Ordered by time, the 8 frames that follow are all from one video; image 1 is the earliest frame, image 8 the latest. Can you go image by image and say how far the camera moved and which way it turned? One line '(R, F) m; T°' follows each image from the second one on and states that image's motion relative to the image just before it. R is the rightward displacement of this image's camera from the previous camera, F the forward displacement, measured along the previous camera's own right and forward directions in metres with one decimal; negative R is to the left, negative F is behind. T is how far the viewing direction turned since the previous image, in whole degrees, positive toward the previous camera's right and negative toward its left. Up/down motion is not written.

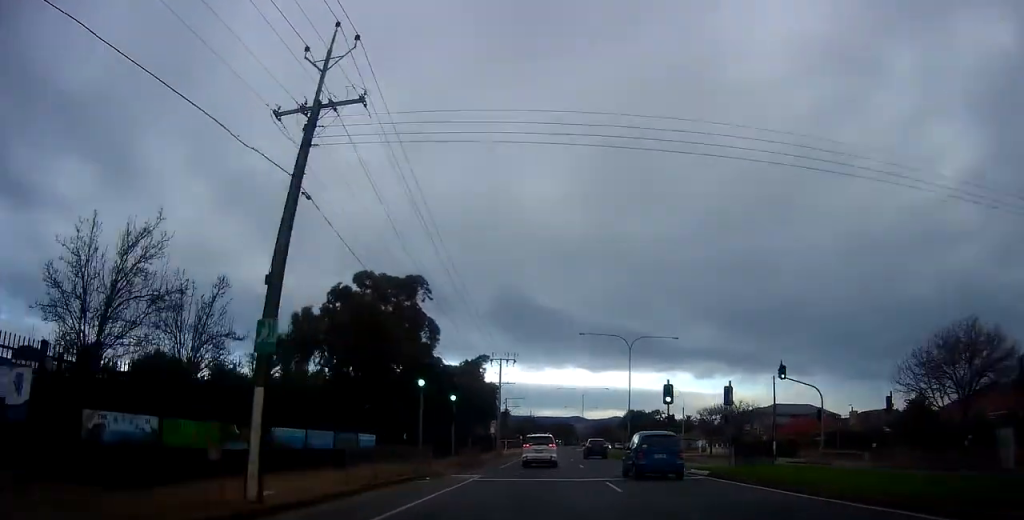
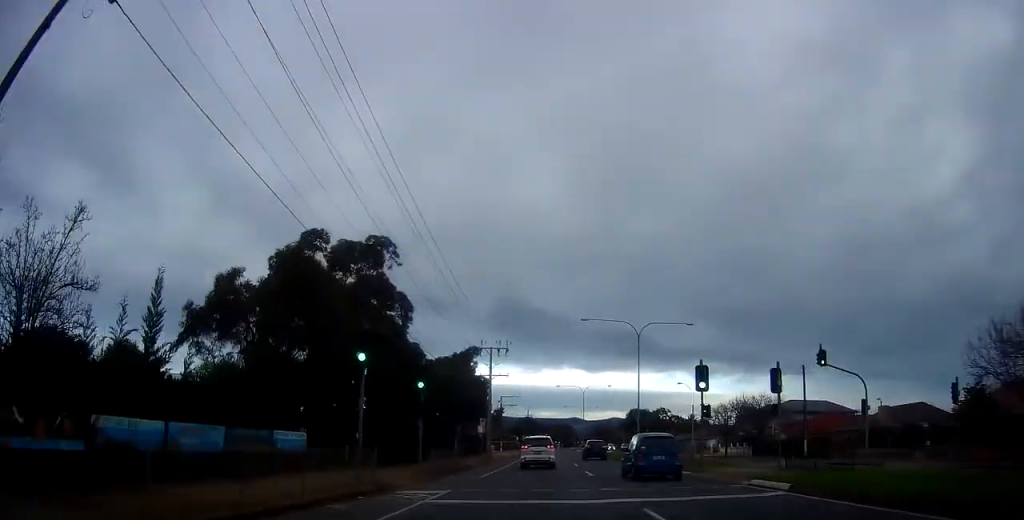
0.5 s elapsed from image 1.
(0.0, +7.5) m; -1°
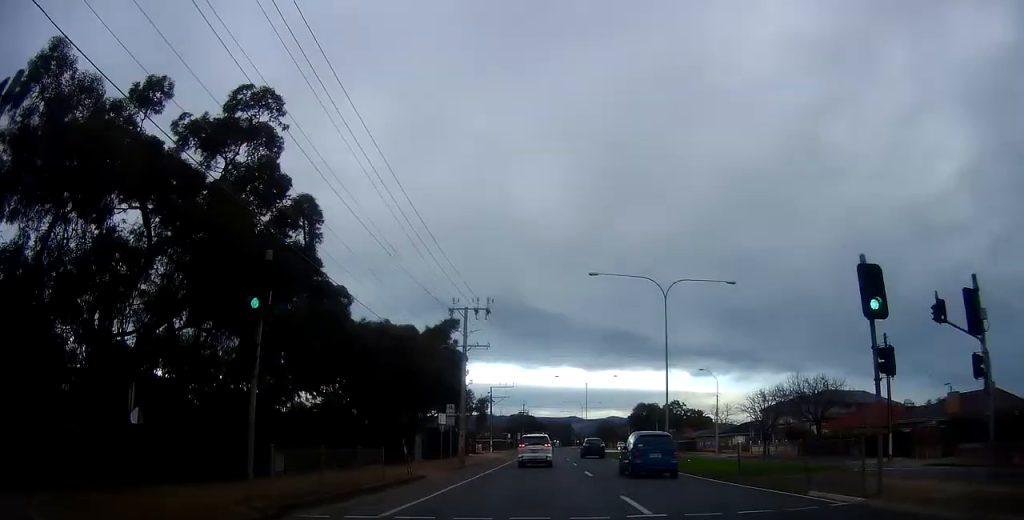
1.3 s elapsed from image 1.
(0.0, +13.7) m; -1°
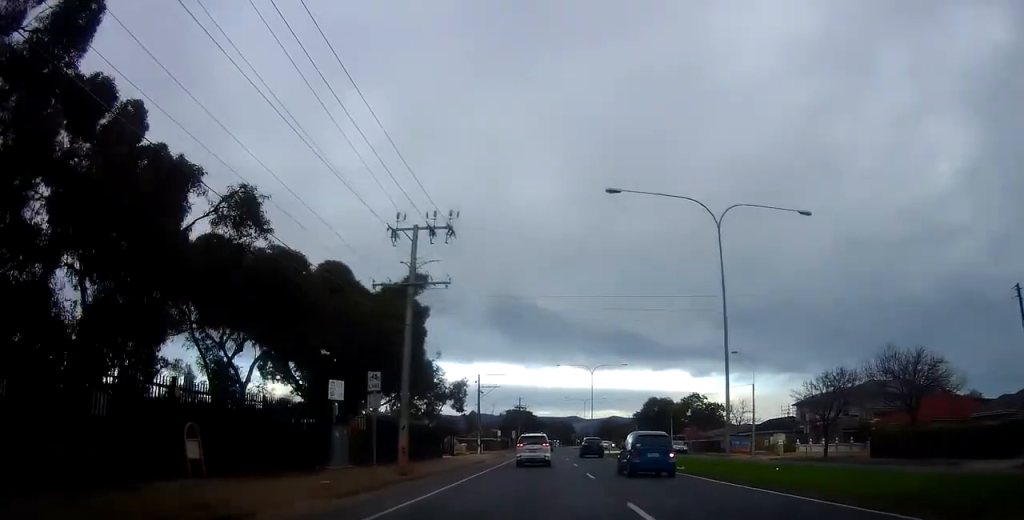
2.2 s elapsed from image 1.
(-0.3, +13.8) m; +1°
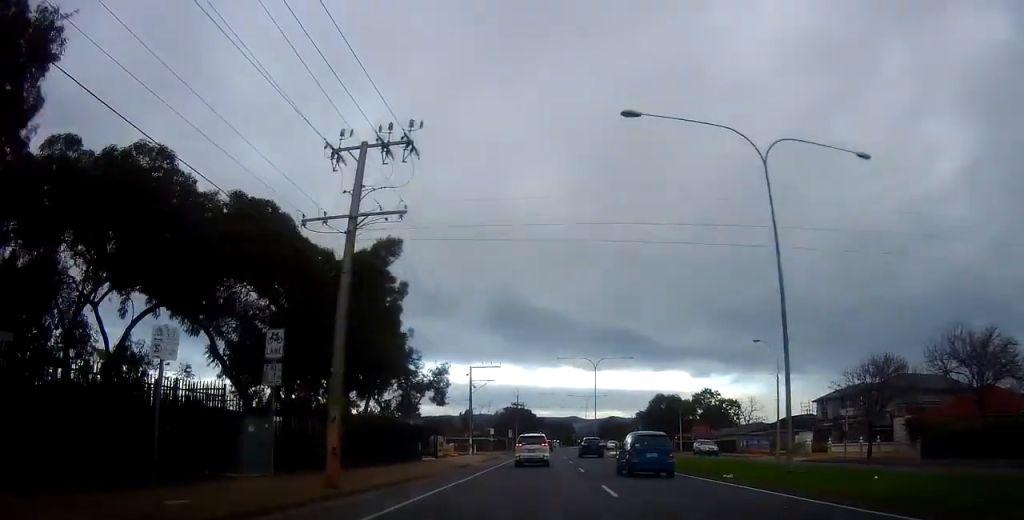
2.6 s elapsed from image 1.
(+0.1, +6.8) m; +1°
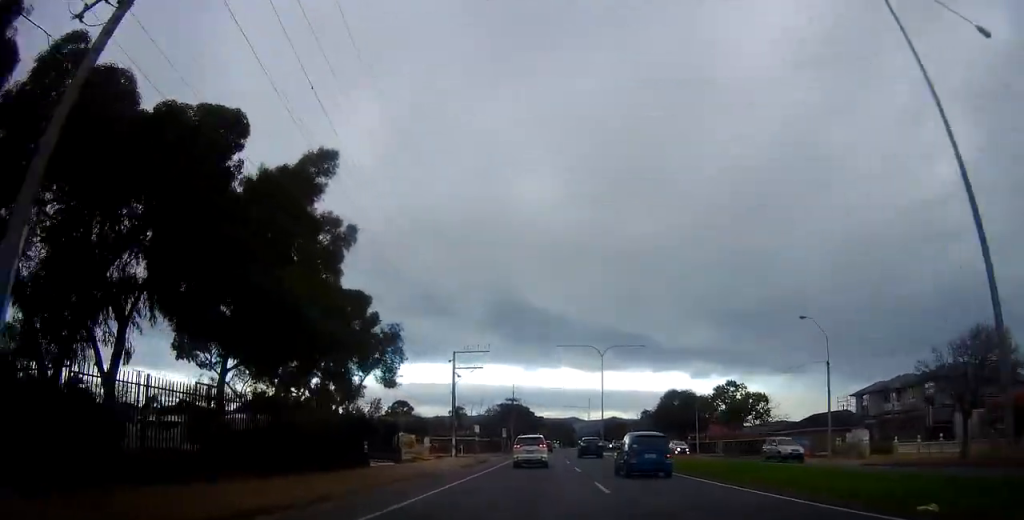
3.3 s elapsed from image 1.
(+0.4, +10.5) m; +1°
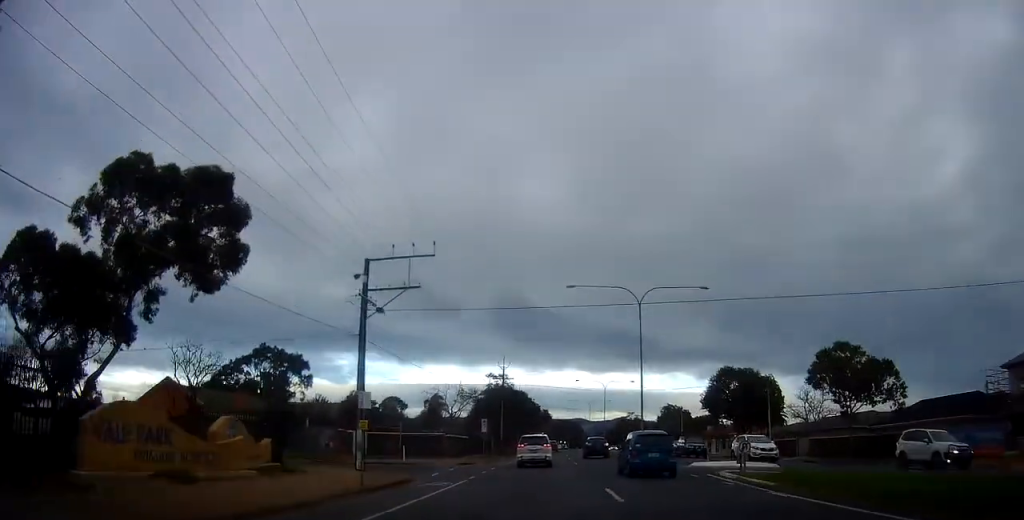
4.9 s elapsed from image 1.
(-0.1, +26.2) m; 0°
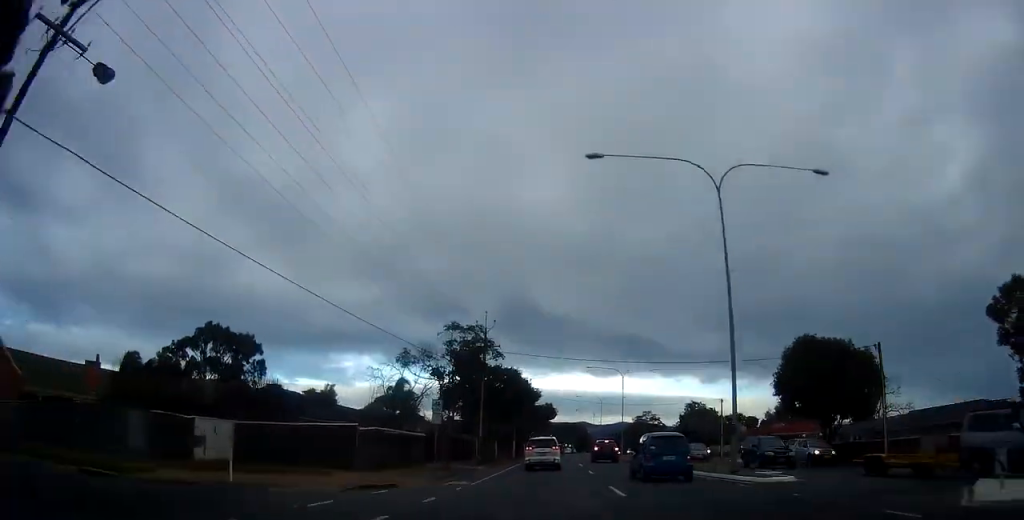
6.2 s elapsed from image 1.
(-0.1, +20.5) m; -2°
